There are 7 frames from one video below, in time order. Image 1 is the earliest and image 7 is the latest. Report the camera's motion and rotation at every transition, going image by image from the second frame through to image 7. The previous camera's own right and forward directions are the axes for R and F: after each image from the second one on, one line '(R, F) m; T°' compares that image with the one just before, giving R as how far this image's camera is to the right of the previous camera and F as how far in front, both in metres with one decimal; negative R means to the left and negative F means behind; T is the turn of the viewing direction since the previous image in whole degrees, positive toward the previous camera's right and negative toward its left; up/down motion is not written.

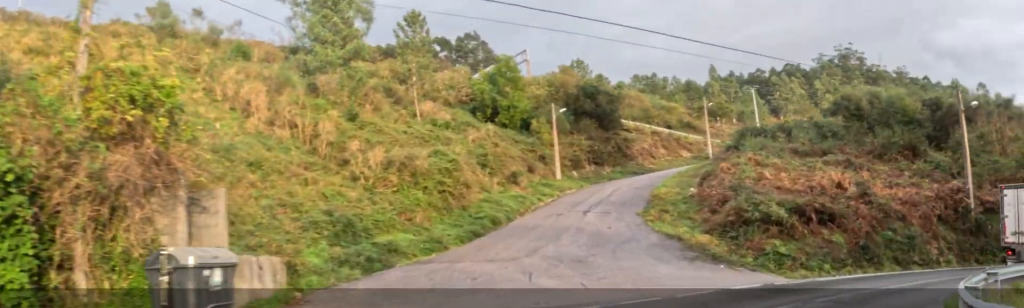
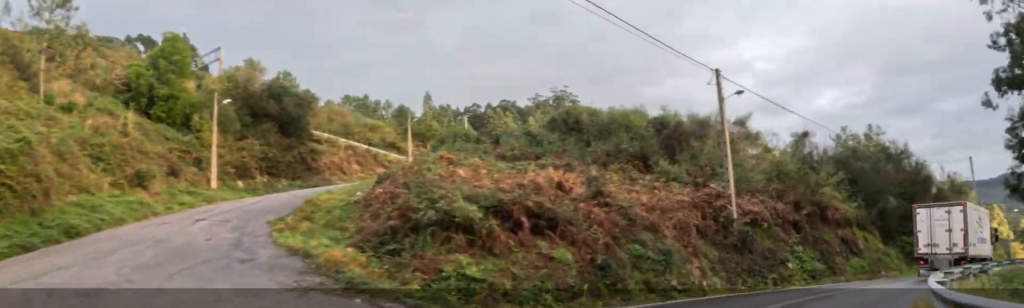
(+3.2, +8.5) m; +34°
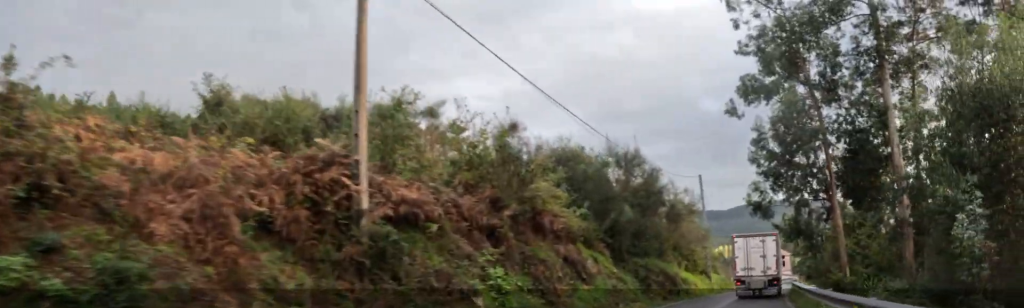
(+1.4, +10.9) m; +20°
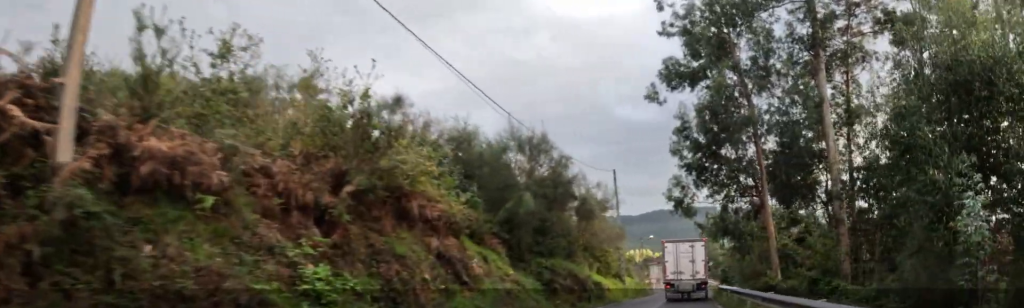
(+1.2, +4.3) m; +4°
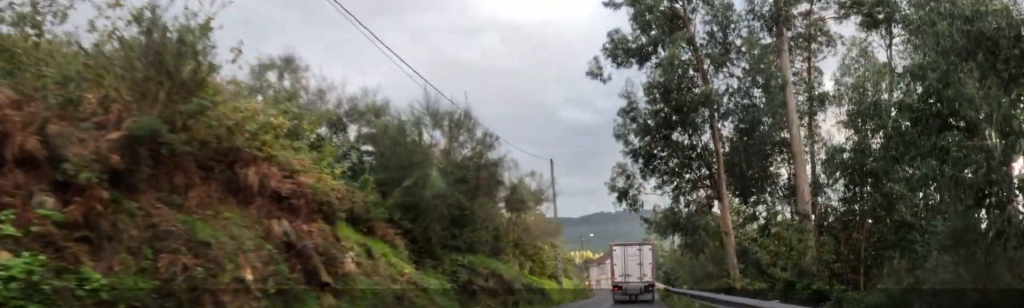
(+0.1, +4.2) m; +2°
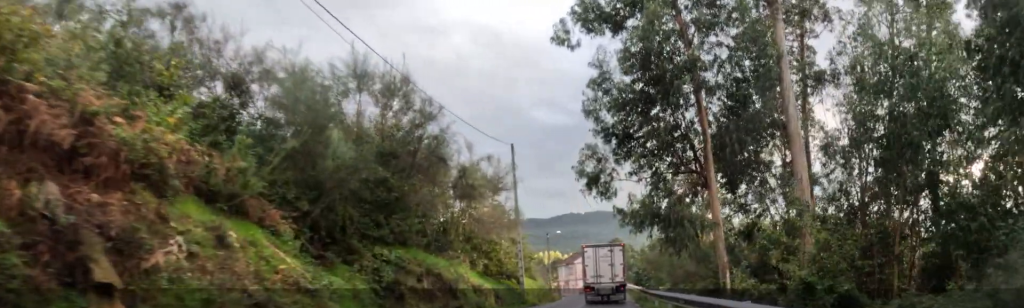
(-0.7, +4.3) m; 0°
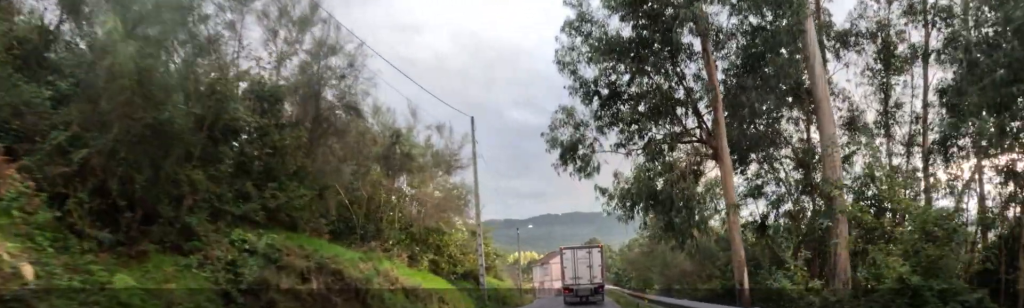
(+0.5, +5.7) m; +5°
